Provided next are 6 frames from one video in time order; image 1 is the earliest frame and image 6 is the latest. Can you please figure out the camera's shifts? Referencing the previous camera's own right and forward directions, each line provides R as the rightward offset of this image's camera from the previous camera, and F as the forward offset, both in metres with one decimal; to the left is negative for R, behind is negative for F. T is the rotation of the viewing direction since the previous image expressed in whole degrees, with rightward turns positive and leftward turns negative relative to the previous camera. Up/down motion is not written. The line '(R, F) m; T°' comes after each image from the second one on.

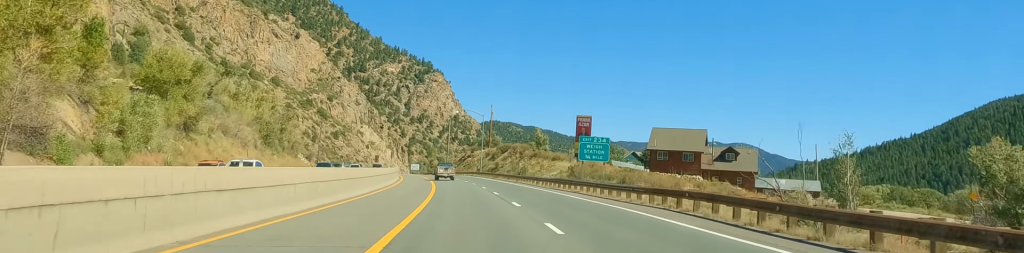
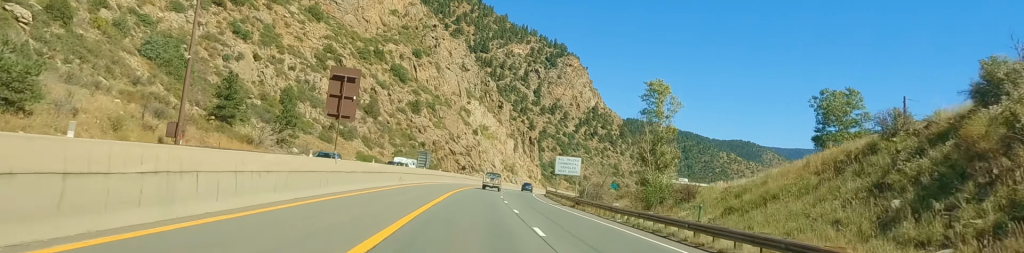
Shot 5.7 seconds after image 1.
(-14.6, +189.5) m; -5°
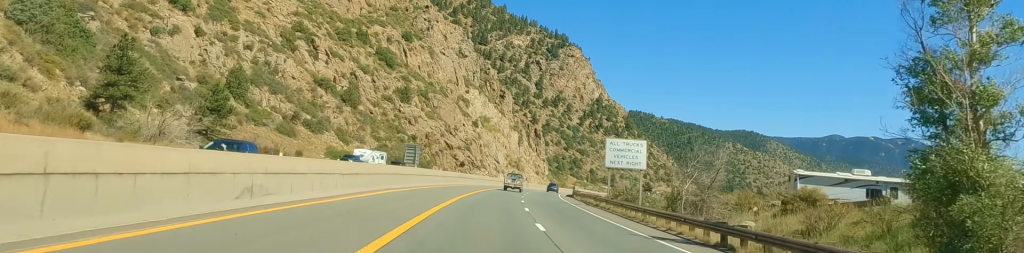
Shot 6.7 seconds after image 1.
(-0.4, +34.7) m; +1°
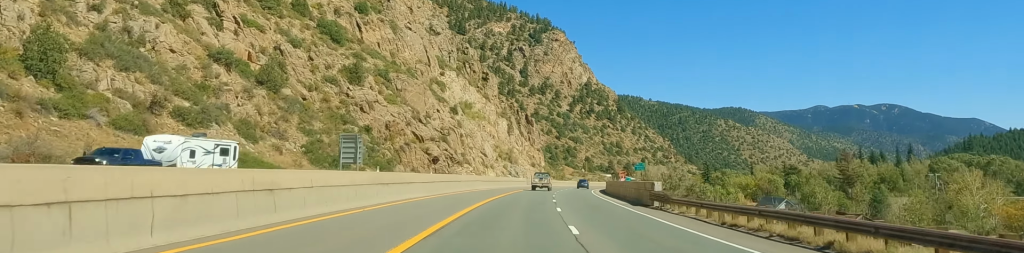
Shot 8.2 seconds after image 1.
(+1.4, +50.5) m; +3°
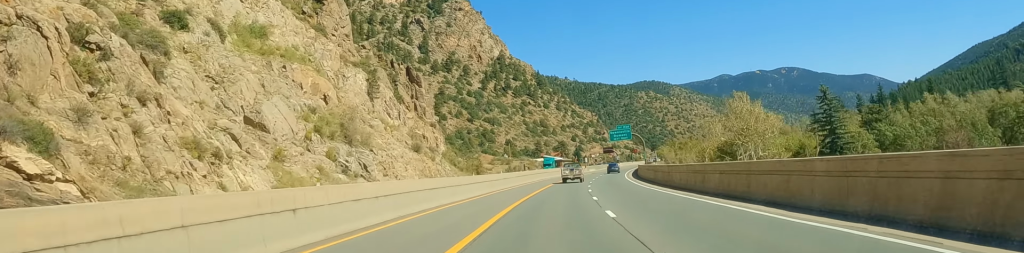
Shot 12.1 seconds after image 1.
(+9.3, +130.5) m; +8°
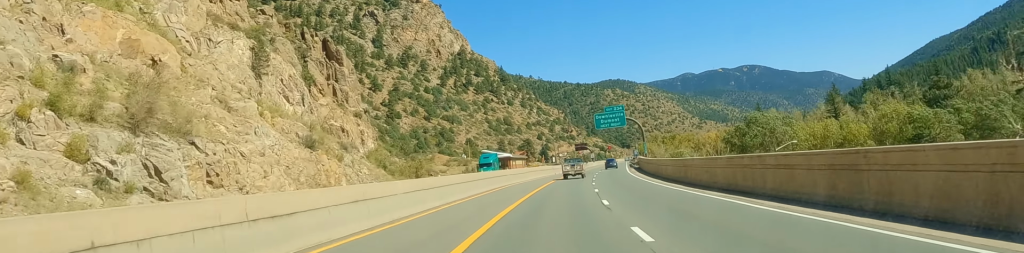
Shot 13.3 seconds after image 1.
(+0.9, +43.1) m; +3°
